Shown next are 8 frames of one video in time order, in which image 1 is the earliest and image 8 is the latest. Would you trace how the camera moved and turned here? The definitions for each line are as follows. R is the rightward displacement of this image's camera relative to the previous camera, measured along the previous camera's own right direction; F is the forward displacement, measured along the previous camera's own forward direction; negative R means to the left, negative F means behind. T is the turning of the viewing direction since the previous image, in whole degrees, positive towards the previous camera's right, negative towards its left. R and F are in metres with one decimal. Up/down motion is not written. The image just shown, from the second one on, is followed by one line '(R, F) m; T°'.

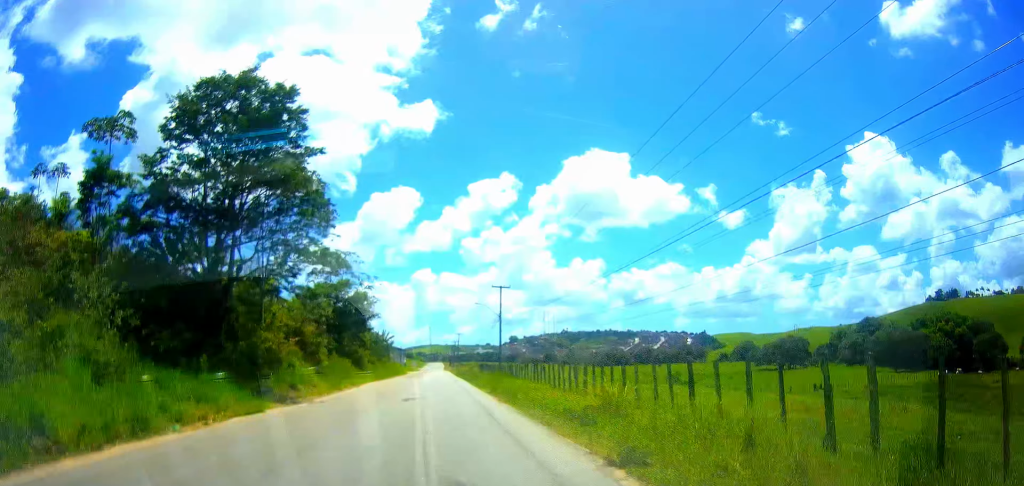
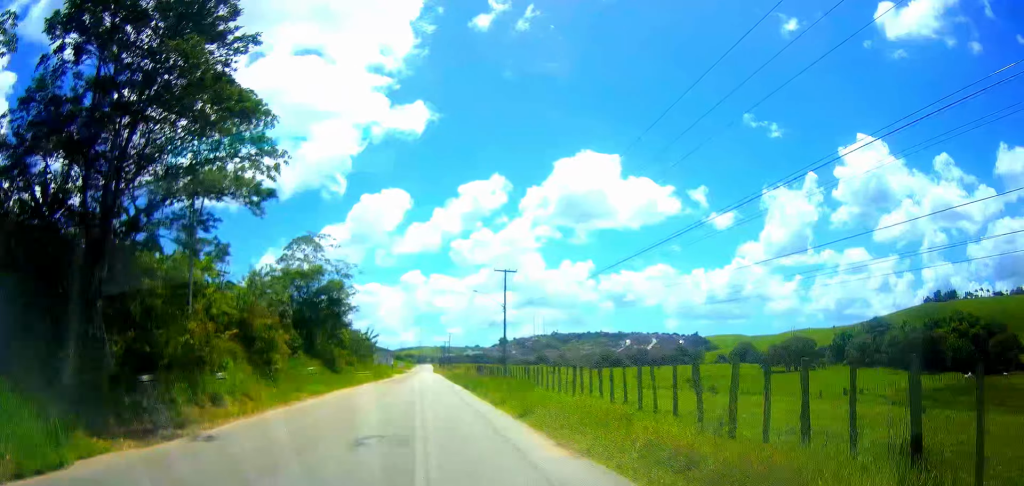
(+0.1, +11.5) m; 0°
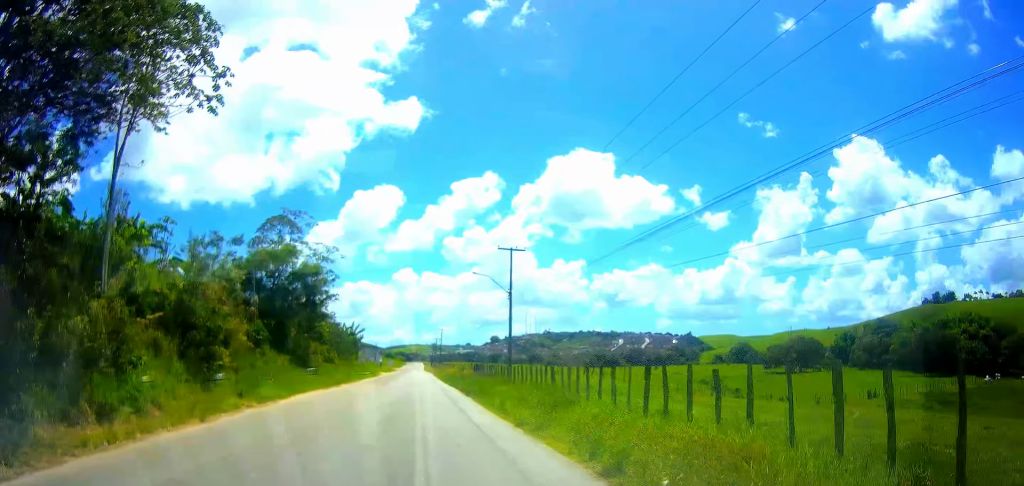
(0.0, +8.2) m; 0°
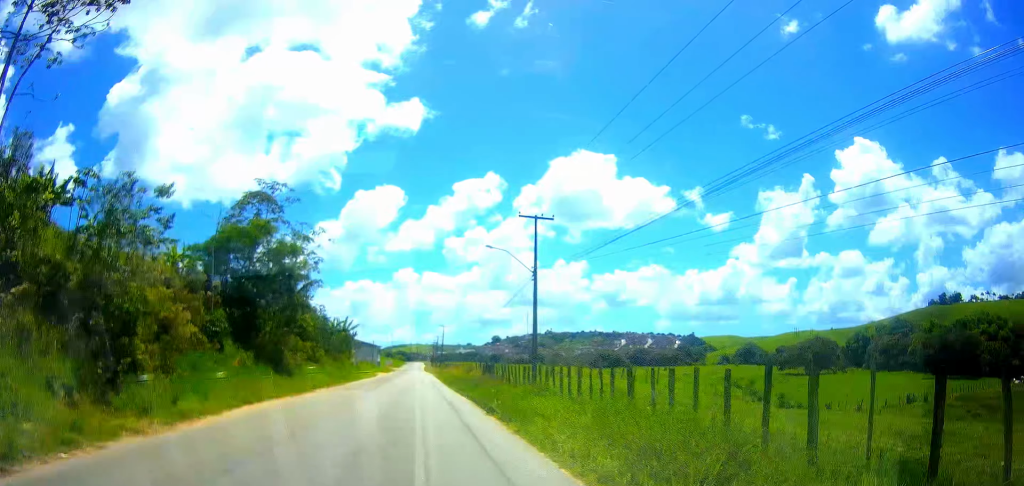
(0.0, +8.8) m; +1°
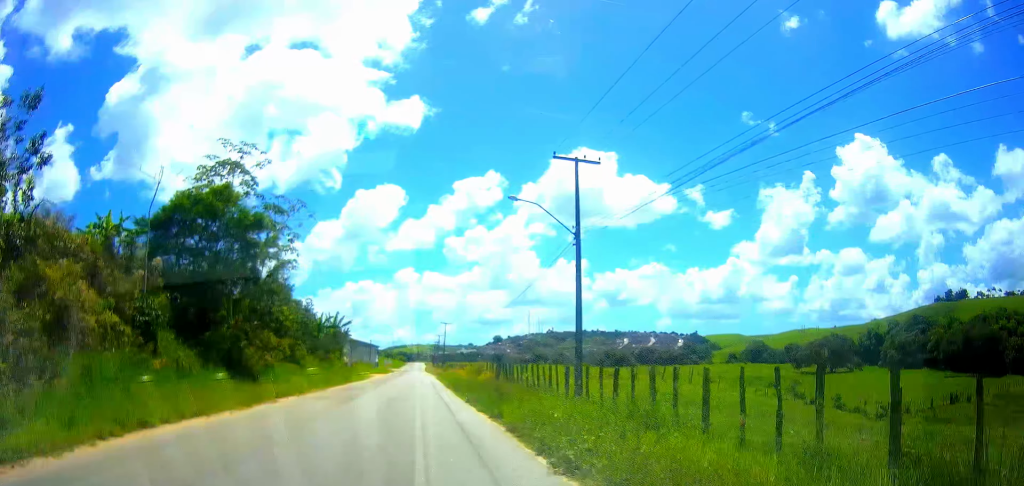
(+0.1, +8.9) m; 0°
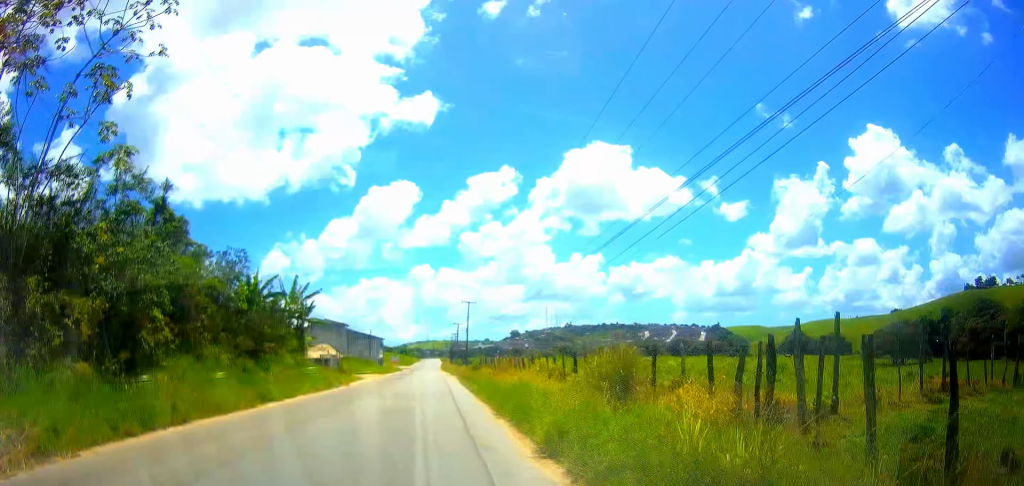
(-0.4, +30.2) m; -2°
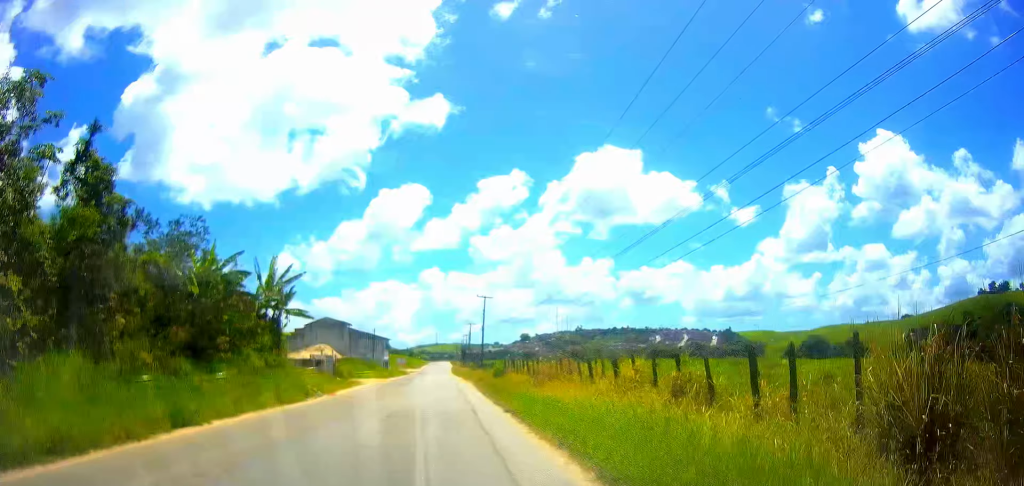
(0.0, +9.8) m; 0°
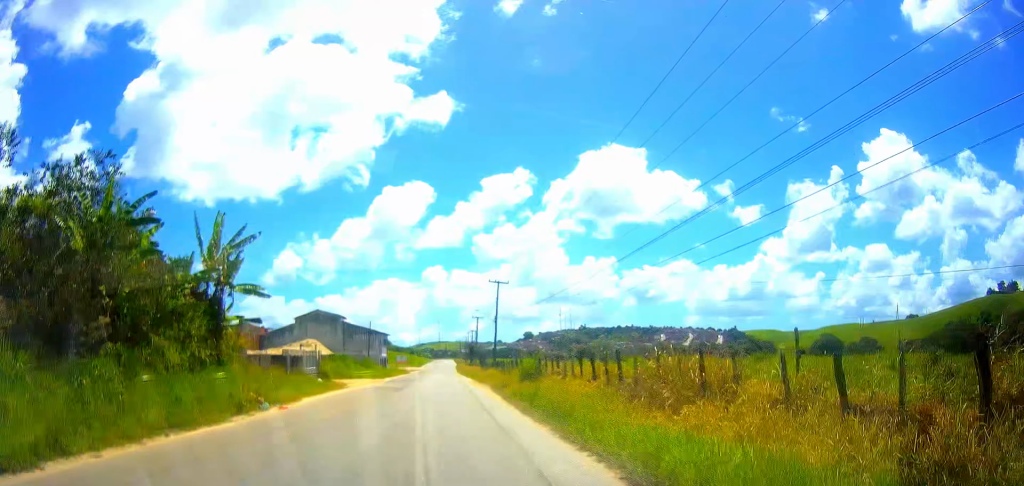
(0.0, +10.8) m; -1°
